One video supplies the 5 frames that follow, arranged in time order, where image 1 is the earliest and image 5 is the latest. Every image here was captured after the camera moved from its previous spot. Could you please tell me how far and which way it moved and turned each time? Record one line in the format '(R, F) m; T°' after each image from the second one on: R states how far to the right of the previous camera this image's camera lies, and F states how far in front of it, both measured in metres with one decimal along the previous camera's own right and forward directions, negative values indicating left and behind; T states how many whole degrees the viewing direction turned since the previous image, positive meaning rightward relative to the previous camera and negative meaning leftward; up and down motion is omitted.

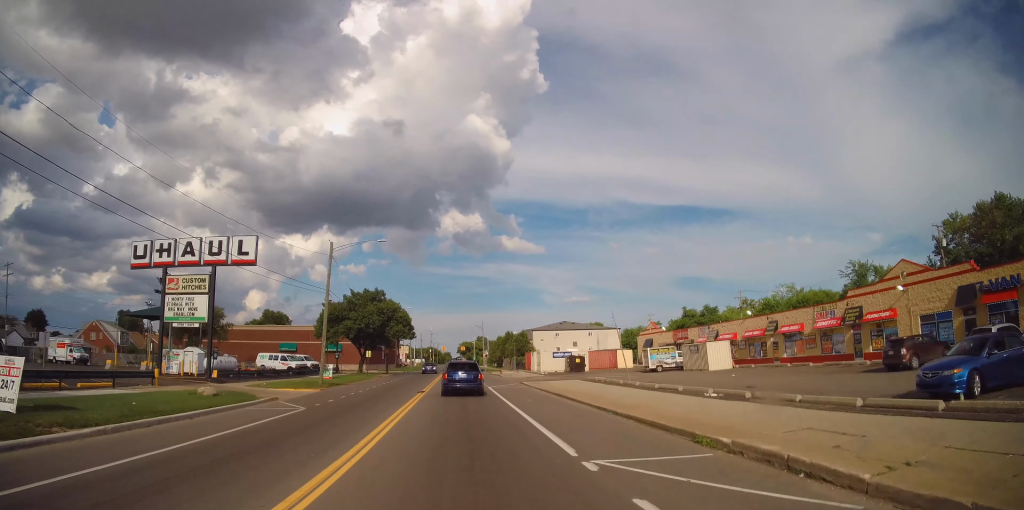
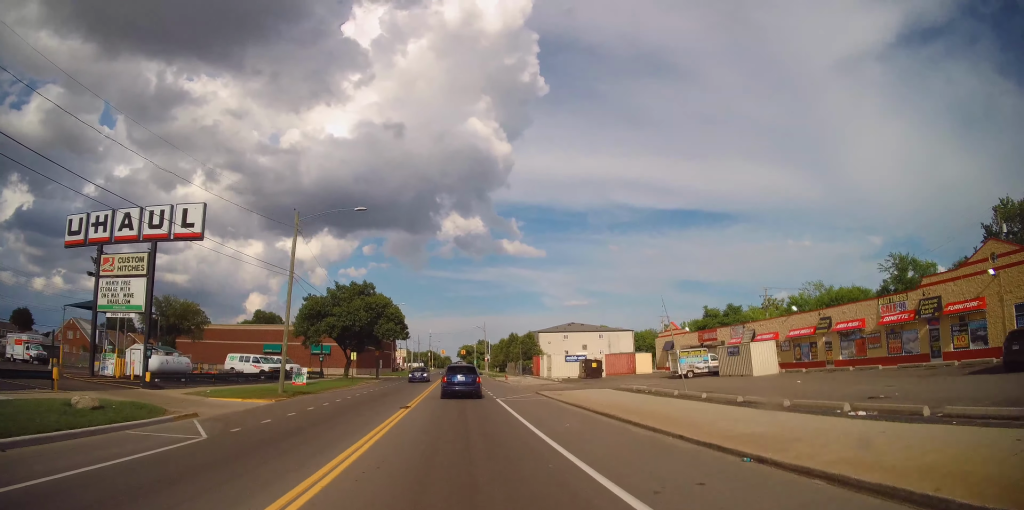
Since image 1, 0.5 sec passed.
(0.0, +7.9) m; -1°
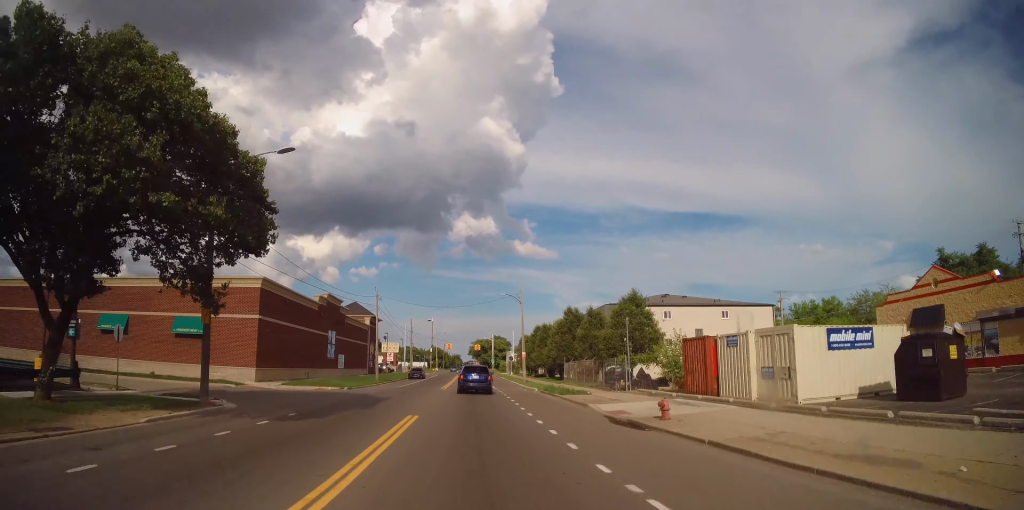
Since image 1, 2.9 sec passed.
(-0.6, +43.0) m; -1°
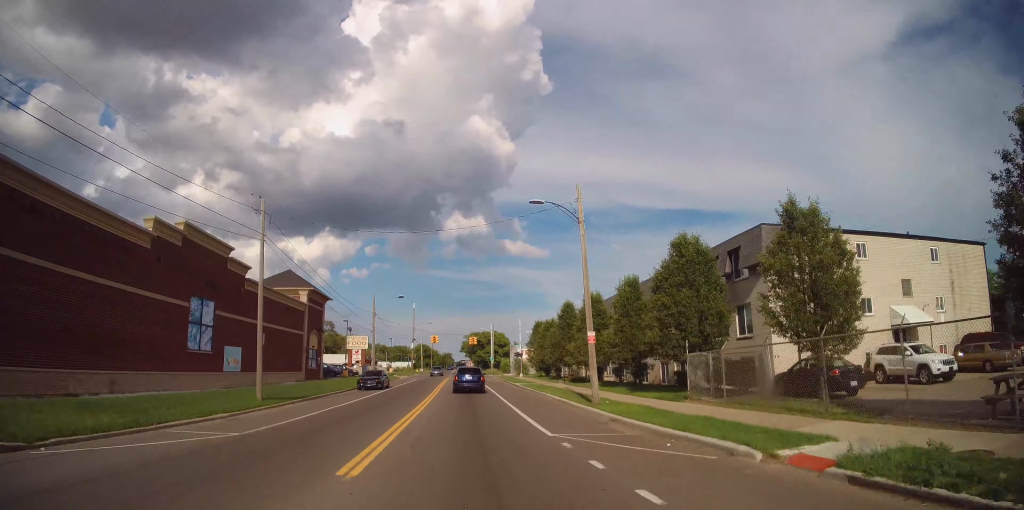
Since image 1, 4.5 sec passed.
(-0.2, +28.9) m; 0°
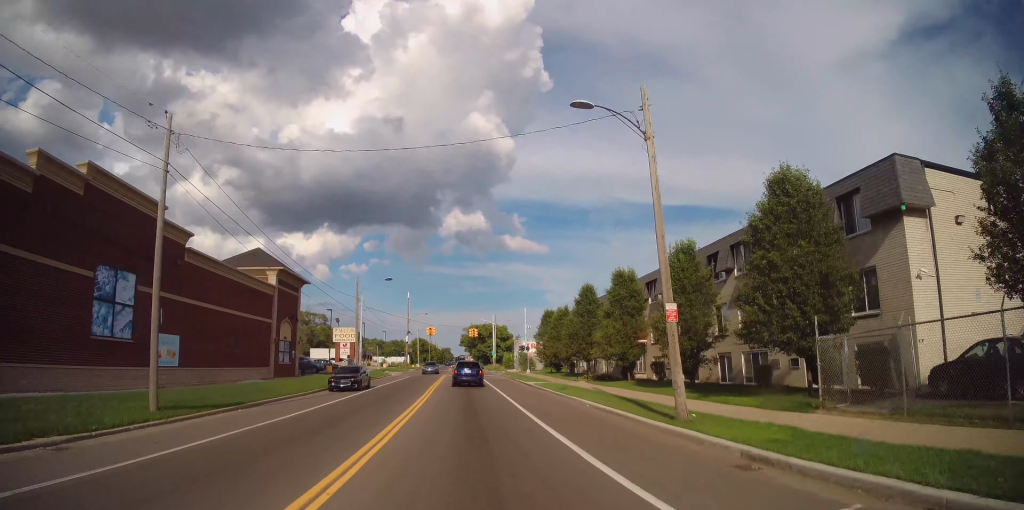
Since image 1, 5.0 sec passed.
(+0.3, +8.6) m; 0°
